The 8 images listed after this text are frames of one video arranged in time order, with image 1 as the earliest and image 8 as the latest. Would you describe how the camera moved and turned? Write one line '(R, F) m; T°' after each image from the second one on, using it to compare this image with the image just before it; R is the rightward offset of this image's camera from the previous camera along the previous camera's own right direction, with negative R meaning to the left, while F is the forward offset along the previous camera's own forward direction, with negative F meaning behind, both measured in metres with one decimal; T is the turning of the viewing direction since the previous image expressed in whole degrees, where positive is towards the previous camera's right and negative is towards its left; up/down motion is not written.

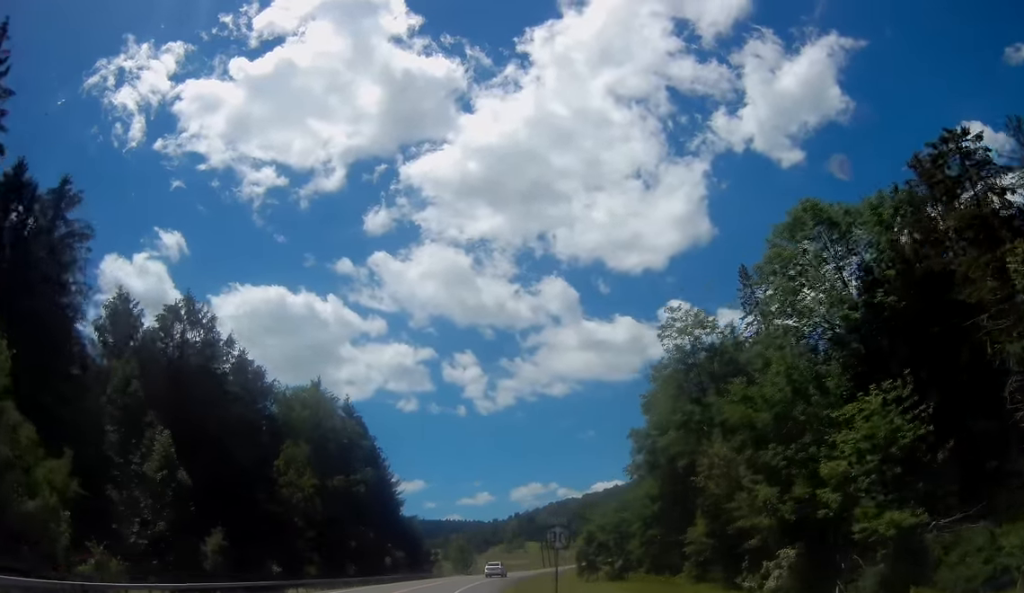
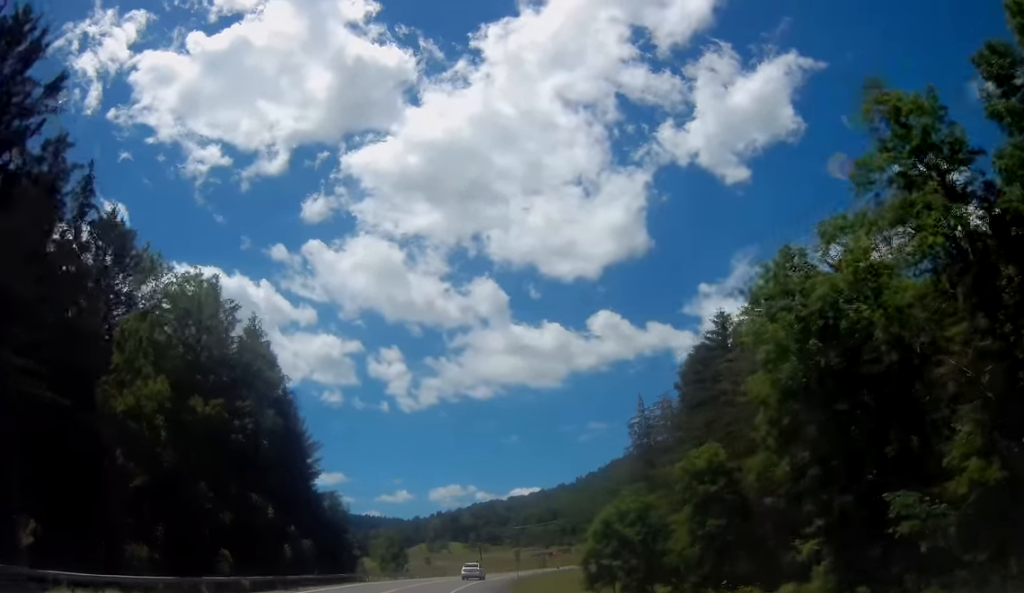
(+1.6, +25.1) m; +7°
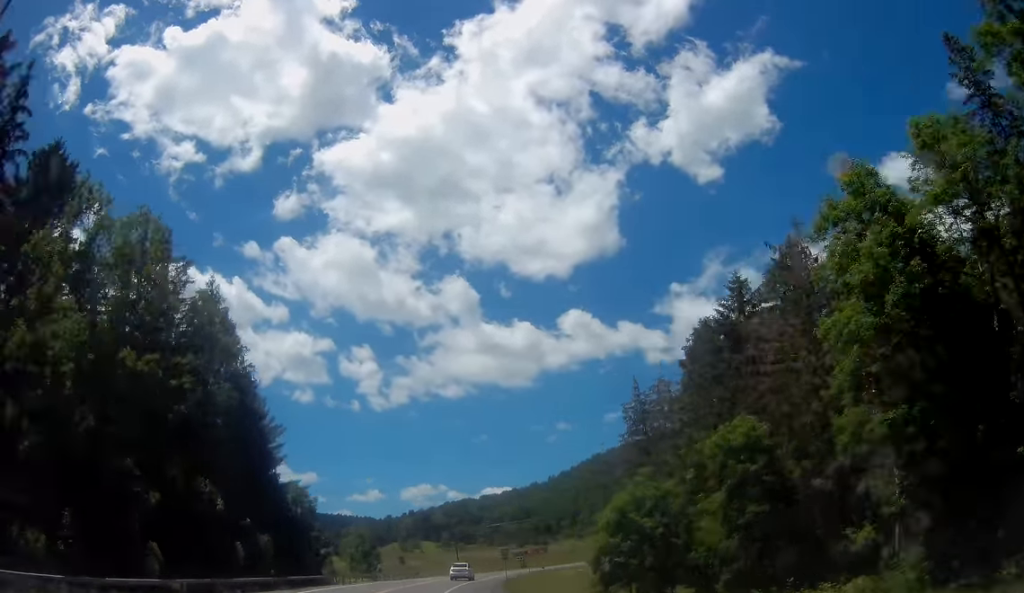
(+0.2, +7.5) m; +2°
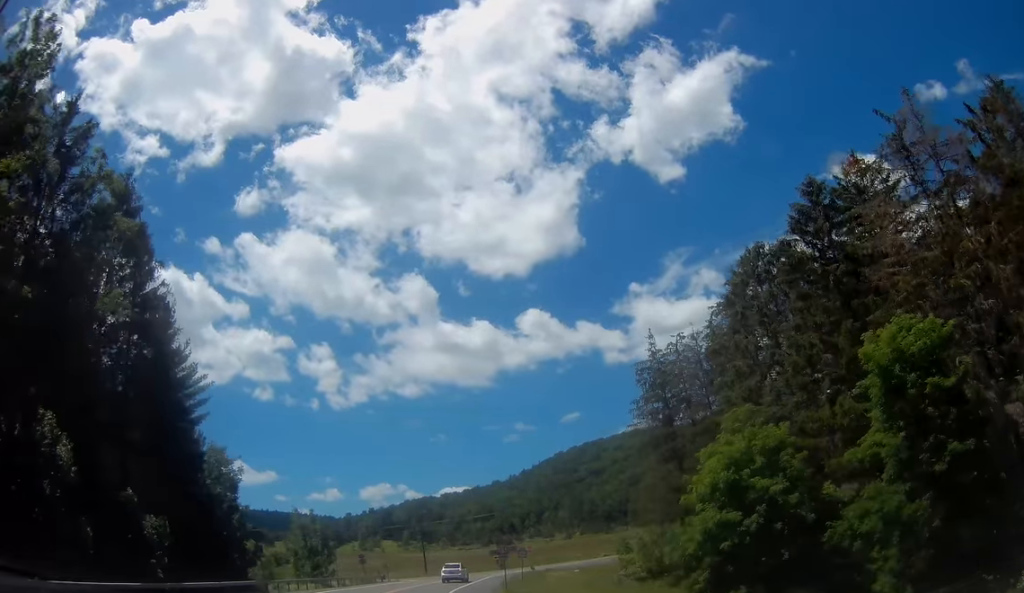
(+0.6, +15.4) m; +4°
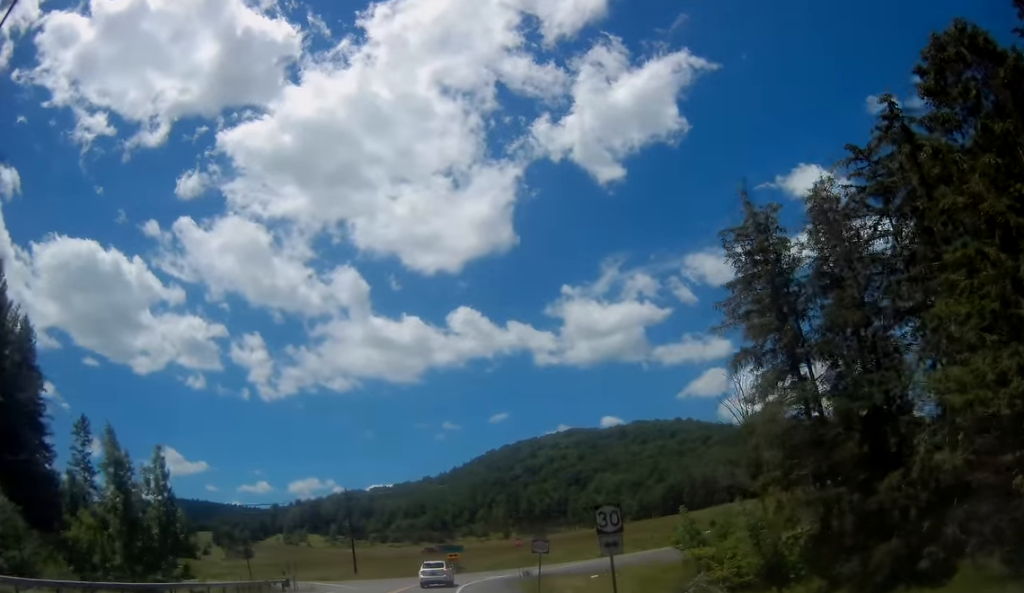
(+1.2, +26.3) m; +5°
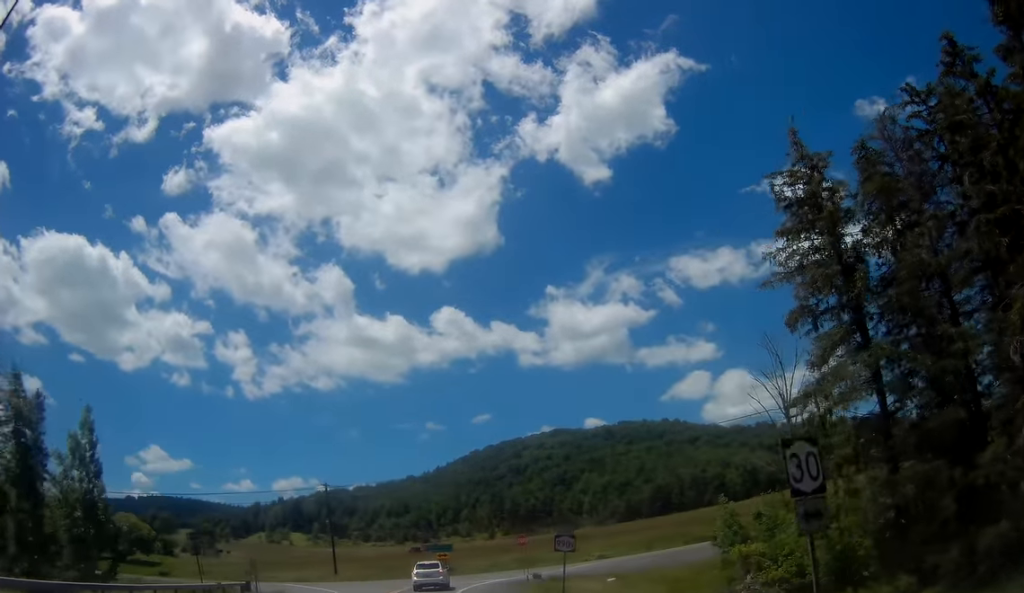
(0.0, +6.9) m; +2°
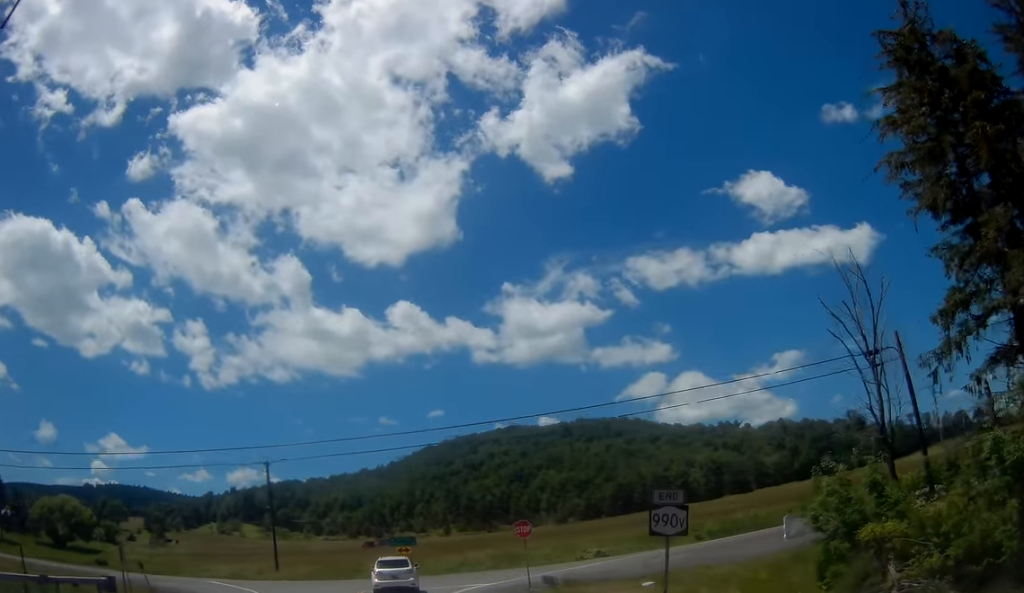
(+0.7, +11.9) m; +6°
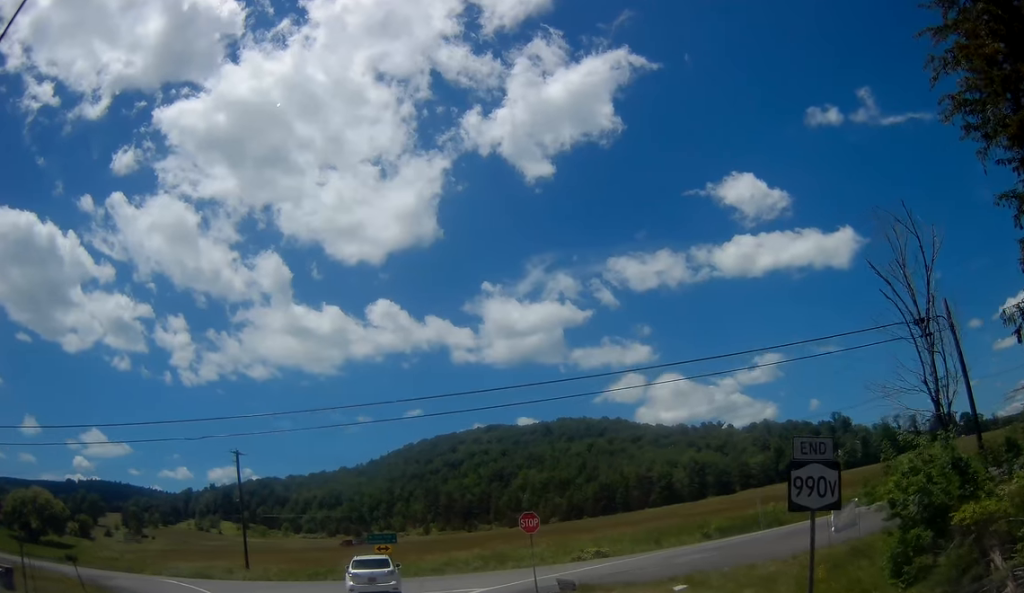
(-0.3, +5.5) m; +6°
